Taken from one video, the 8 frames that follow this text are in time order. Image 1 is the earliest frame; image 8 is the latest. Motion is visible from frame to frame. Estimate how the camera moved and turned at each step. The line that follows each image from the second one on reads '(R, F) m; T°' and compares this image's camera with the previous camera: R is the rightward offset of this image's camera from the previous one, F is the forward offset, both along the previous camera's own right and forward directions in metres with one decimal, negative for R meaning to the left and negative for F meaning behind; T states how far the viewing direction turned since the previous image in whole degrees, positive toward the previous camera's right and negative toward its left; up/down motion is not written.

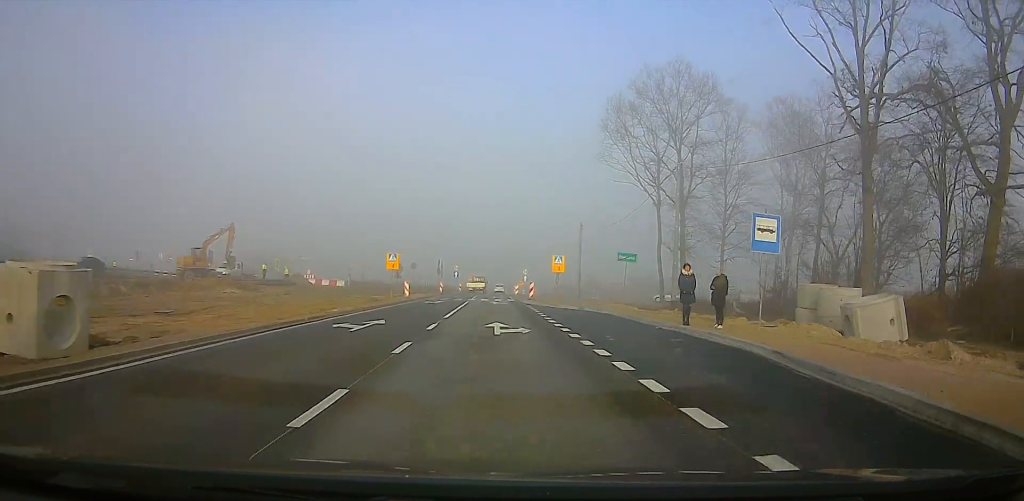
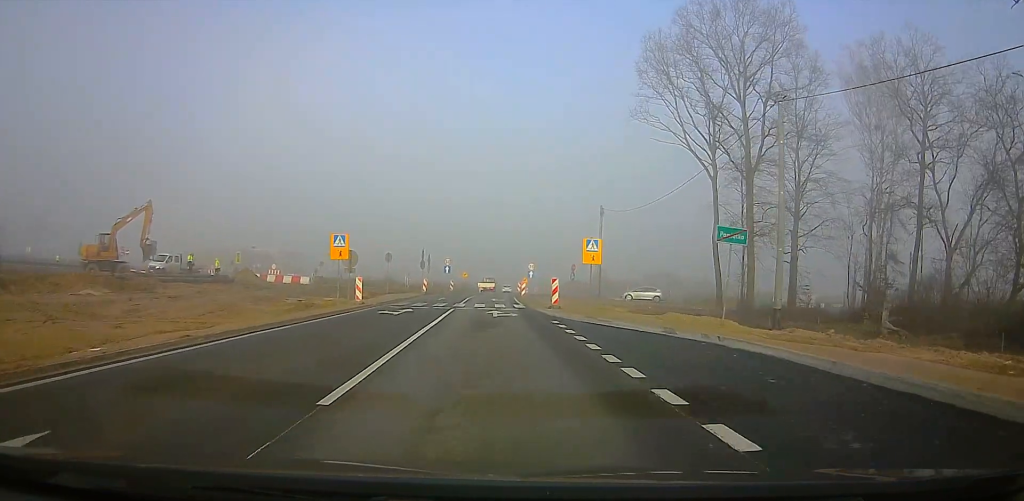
(+0.2, +18.4) m; 0°
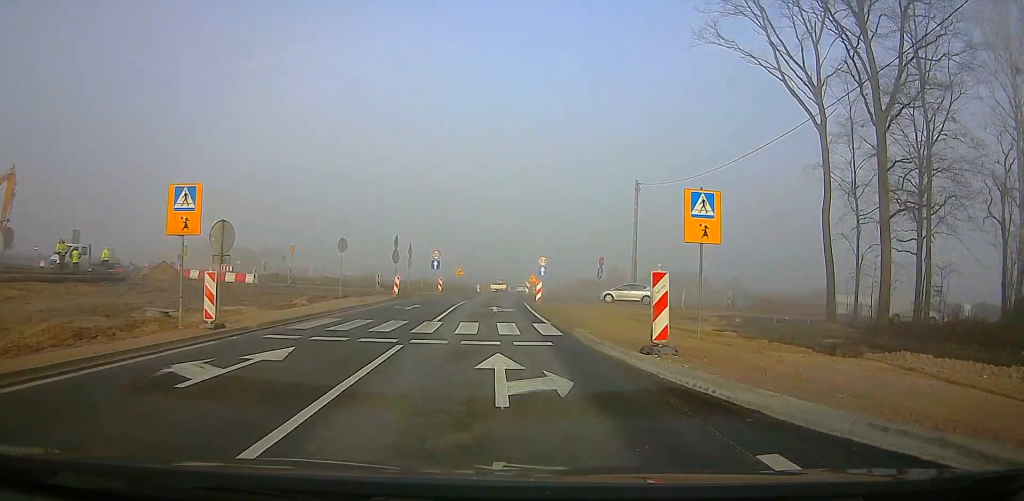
(-0.2, +16.5) m; -1°
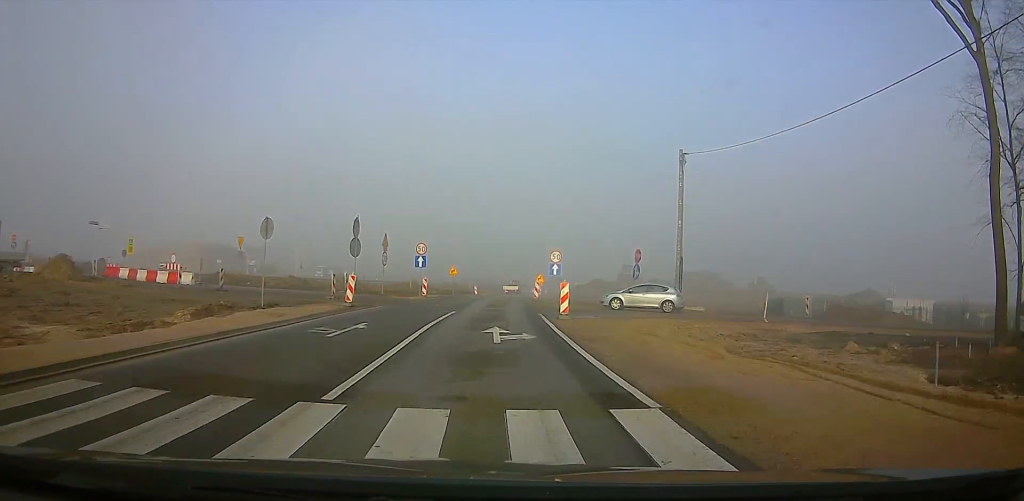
(-0.1, +12.2) m; +1°
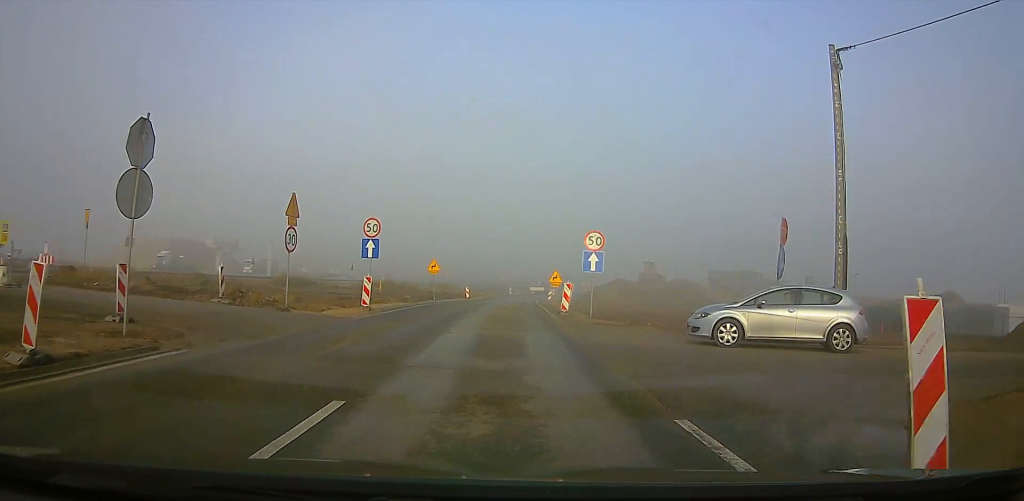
(+0.9, +19.9) m; +3°
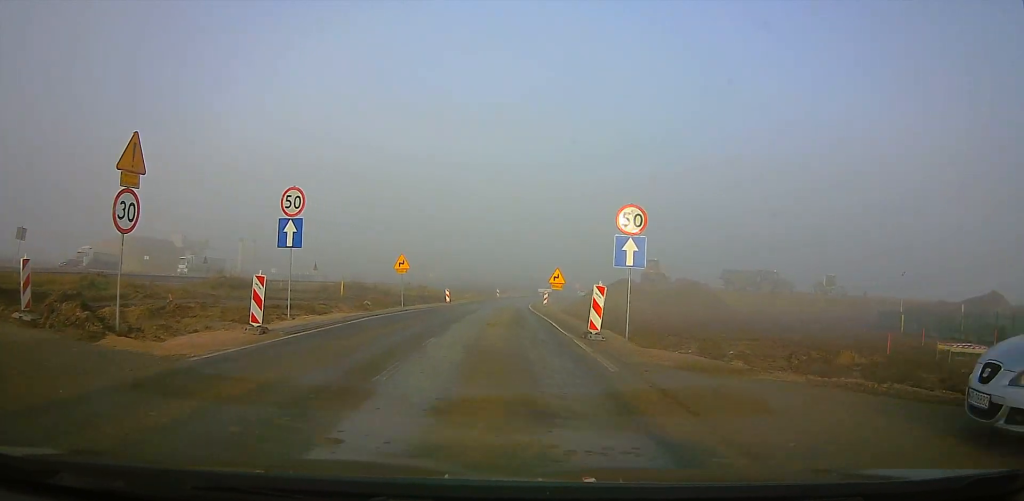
(-0.1, +11.6) m; -1°
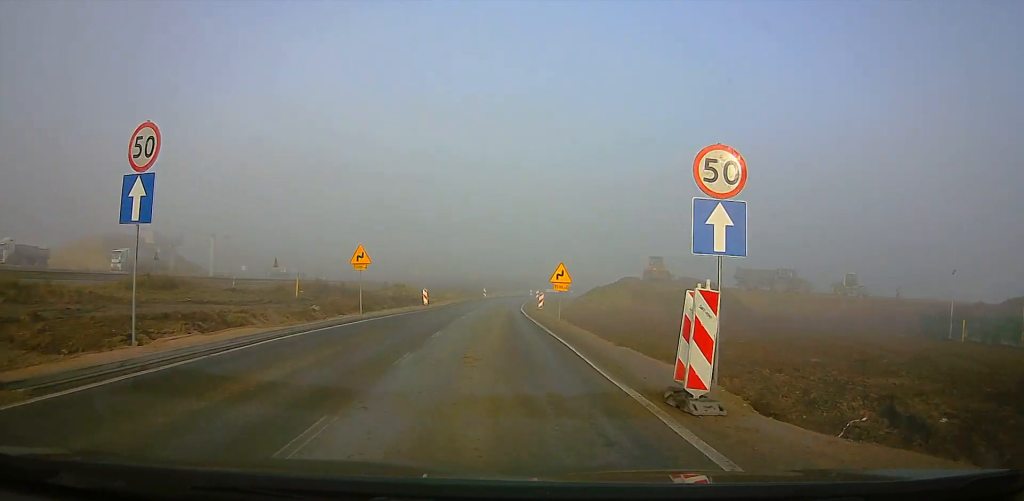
(-0.1, +9.3) m; -1°
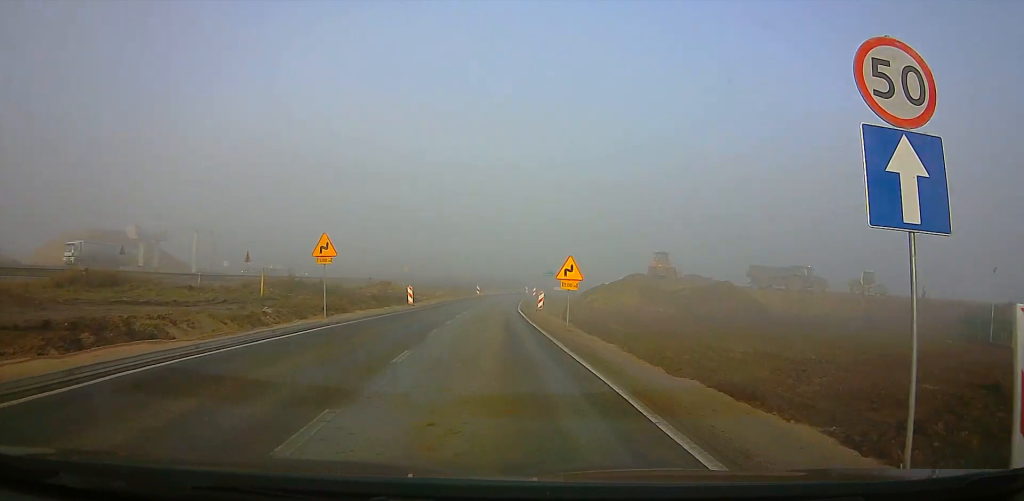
(-0.1, +6.9) m; +1°
